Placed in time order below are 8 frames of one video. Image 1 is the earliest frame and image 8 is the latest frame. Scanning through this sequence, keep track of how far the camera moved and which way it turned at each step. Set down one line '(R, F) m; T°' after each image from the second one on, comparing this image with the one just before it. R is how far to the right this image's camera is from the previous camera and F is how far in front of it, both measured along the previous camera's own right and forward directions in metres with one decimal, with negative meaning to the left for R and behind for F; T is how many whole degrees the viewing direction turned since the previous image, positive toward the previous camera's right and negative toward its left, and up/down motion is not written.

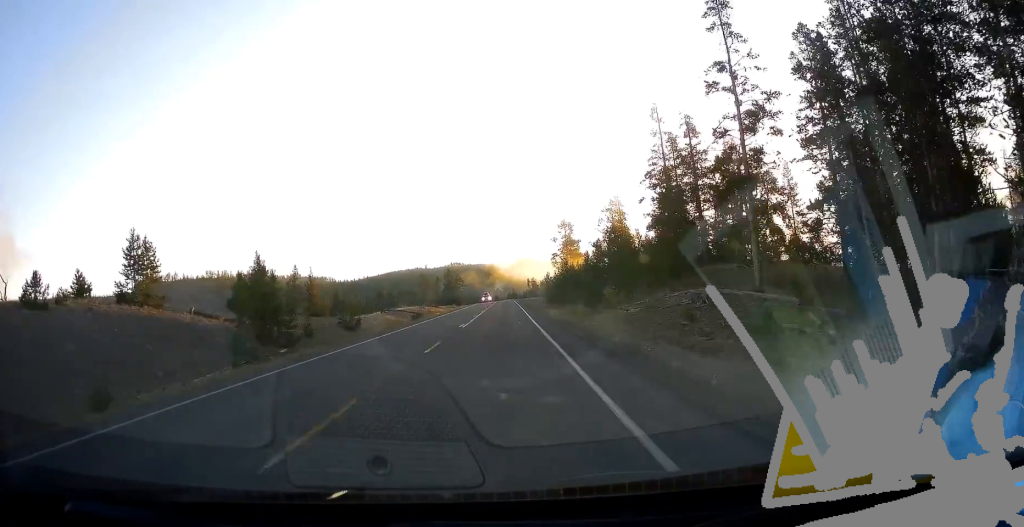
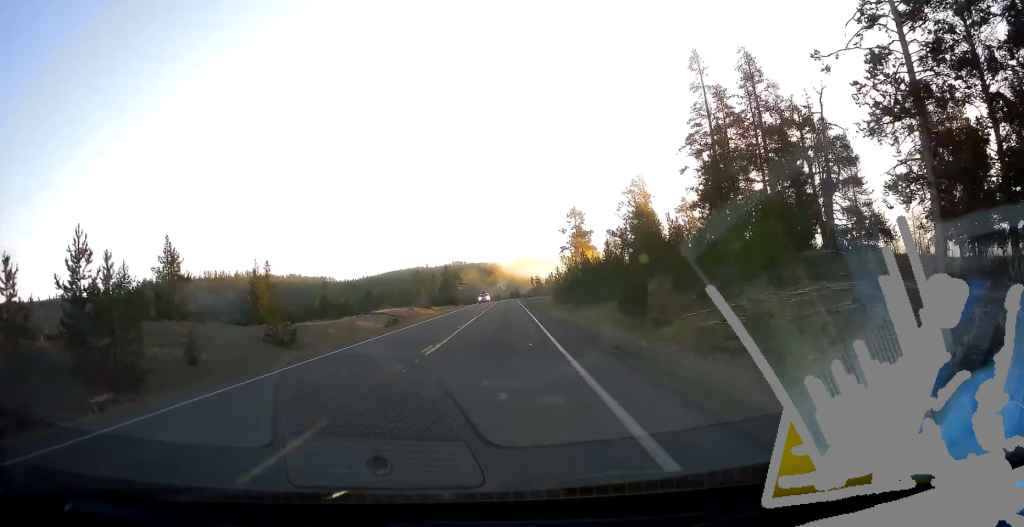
(-0.2, +12.5) m; 0°
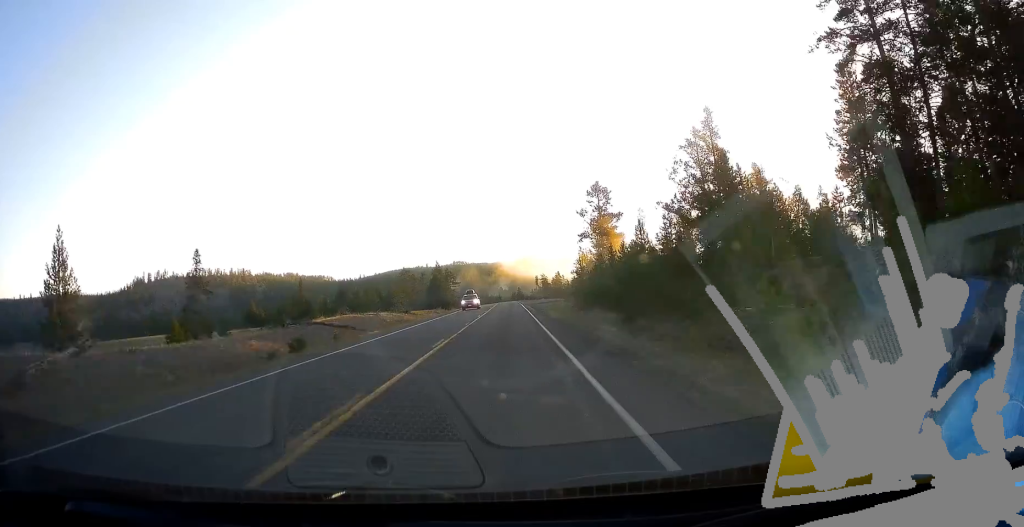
(+0.4, +22.2) m; +1°
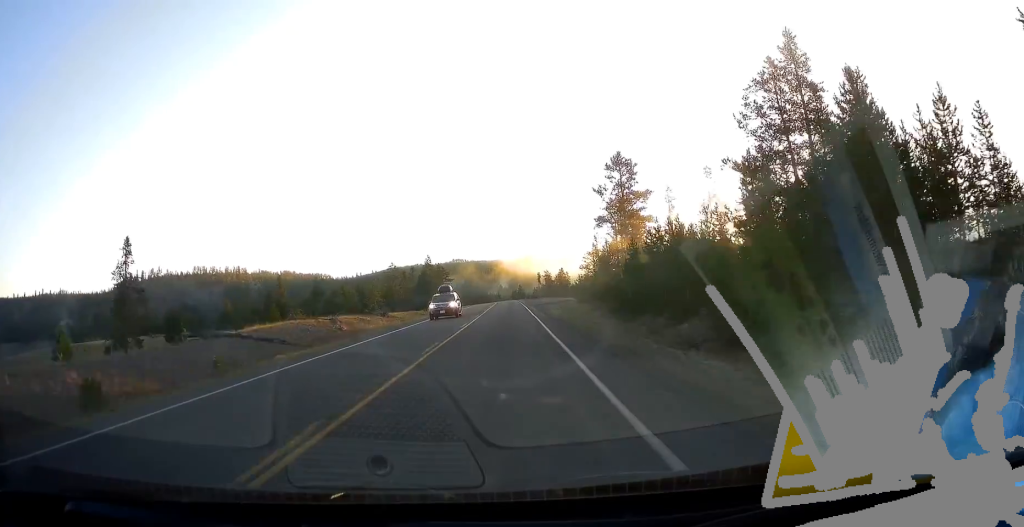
(+0.1, +14.3) m; -1°
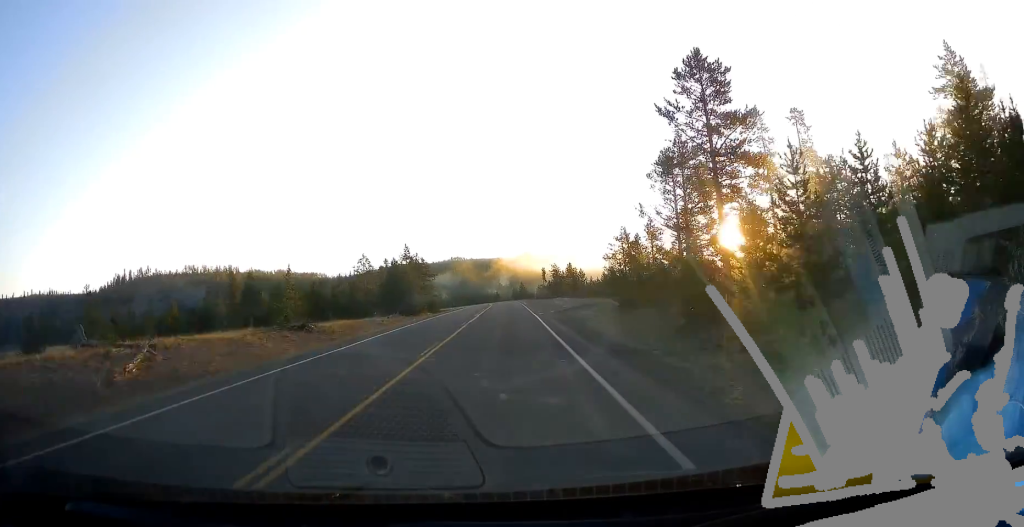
(-0.6, +25.4) m; -2°
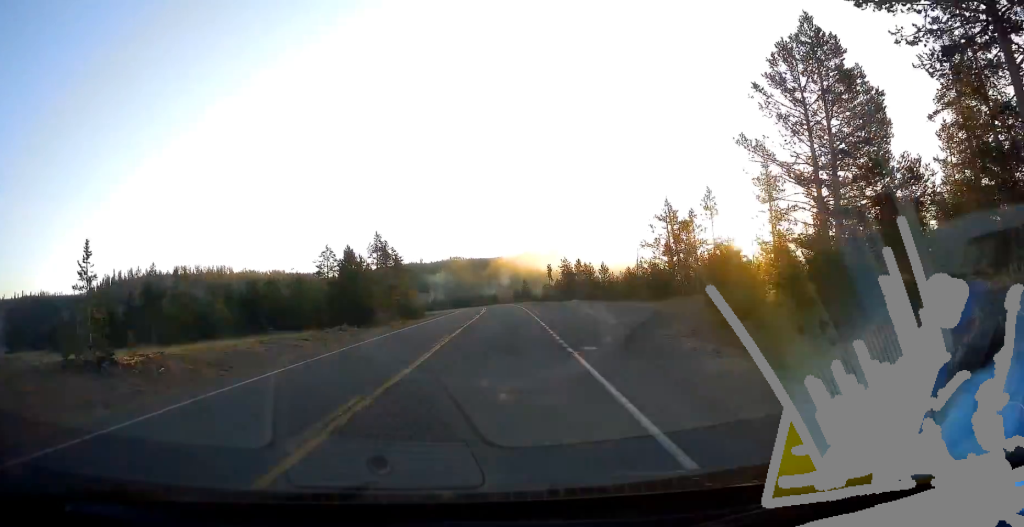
(-0.1, +21.5) m; 0°
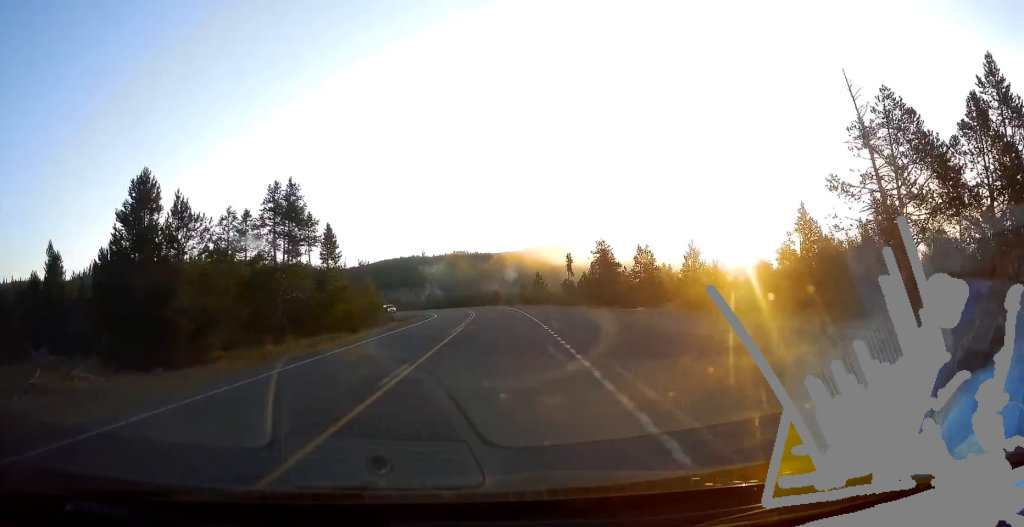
(+0.2, +33.0) m; +1°
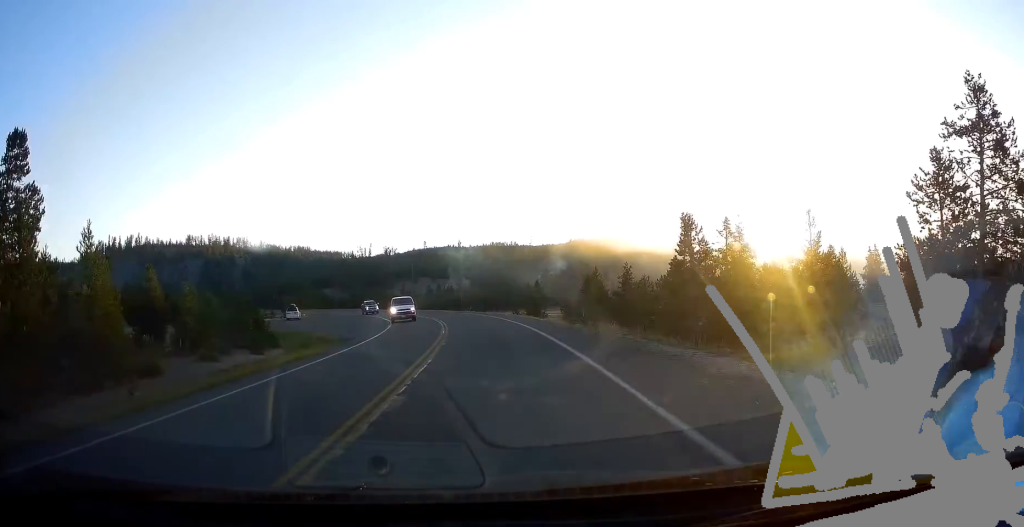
(-0.2, +49.7) m; -4°
